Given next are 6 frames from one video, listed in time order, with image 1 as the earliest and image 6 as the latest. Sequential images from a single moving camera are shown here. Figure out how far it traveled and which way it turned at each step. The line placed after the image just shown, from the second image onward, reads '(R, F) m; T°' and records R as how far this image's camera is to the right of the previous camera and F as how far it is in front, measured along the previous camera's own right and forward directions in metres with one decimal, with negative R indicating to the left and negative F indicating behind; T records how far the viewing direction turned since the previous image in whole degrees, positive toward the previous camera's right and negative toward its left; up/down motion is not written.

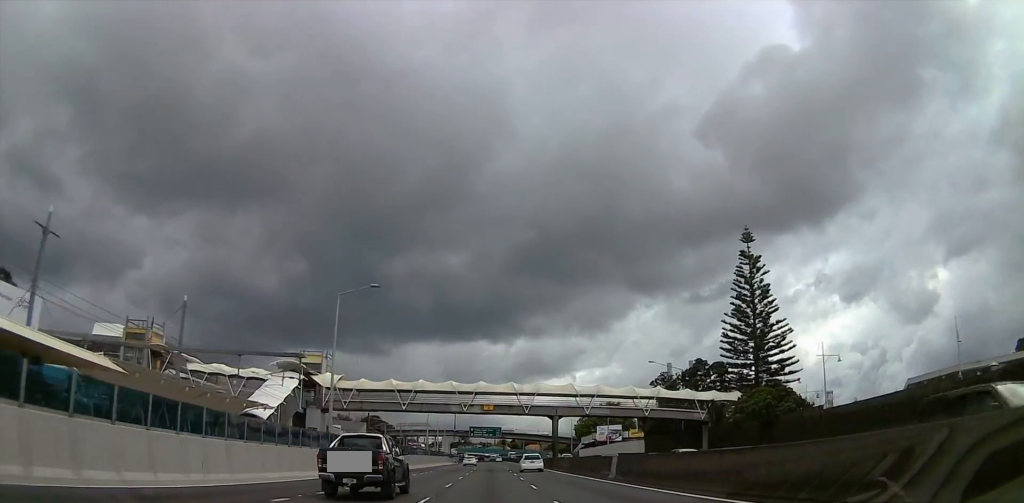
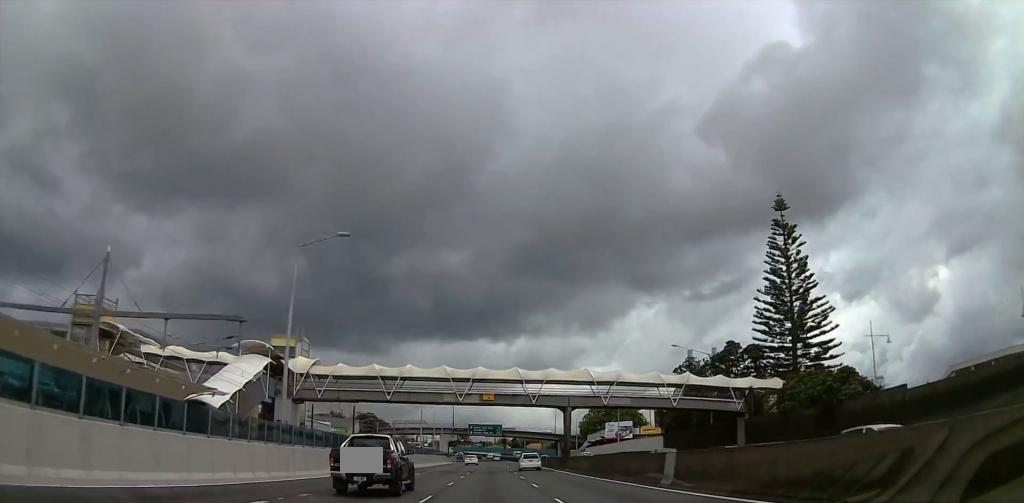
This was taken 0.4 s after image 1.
(-0.2, +9.2) m; 0°
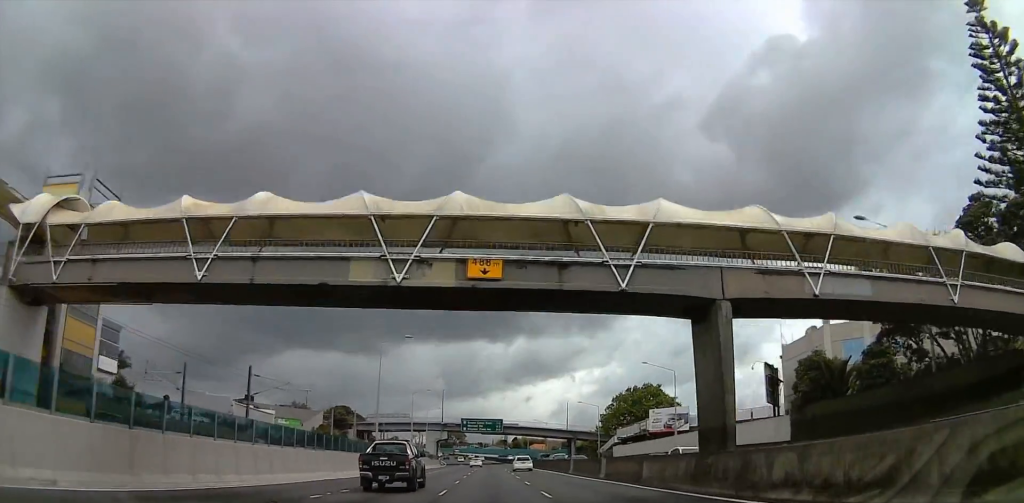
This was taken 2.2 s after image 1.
(+0.5, +35.7) m; +1°
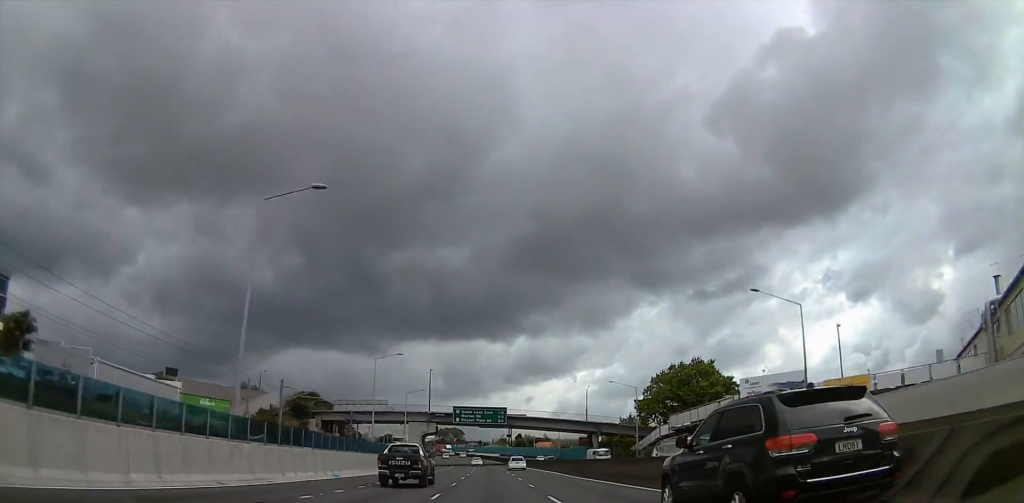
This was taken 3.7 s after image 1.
(0.0, +32.3) m; -1°
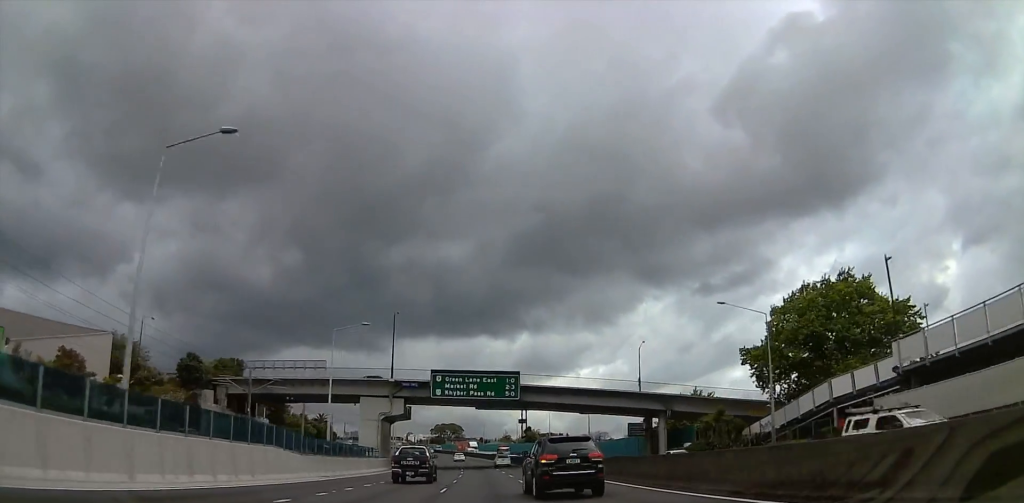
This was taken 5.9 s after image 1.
(-0.5, +45.6) m; 0°
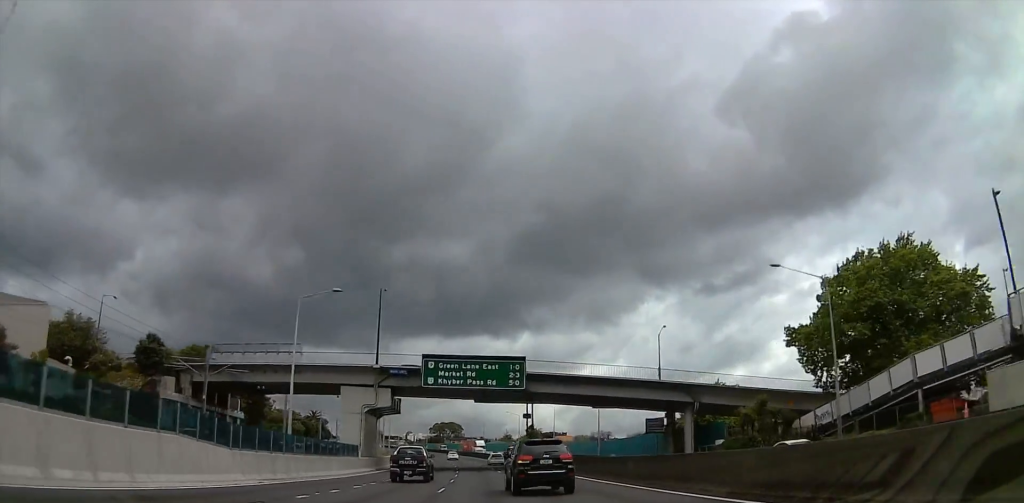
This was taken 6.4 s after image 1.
(+0.1, +10.1) m; 0°
